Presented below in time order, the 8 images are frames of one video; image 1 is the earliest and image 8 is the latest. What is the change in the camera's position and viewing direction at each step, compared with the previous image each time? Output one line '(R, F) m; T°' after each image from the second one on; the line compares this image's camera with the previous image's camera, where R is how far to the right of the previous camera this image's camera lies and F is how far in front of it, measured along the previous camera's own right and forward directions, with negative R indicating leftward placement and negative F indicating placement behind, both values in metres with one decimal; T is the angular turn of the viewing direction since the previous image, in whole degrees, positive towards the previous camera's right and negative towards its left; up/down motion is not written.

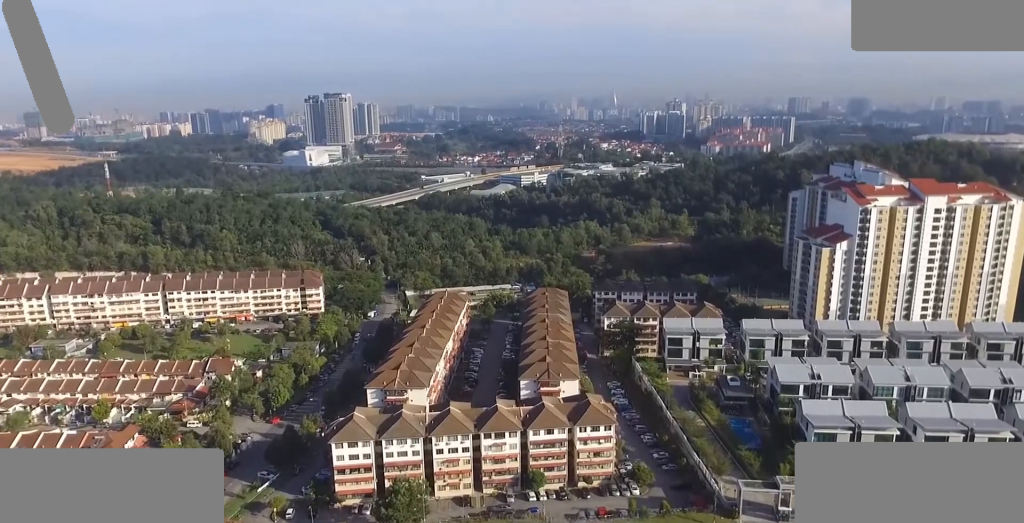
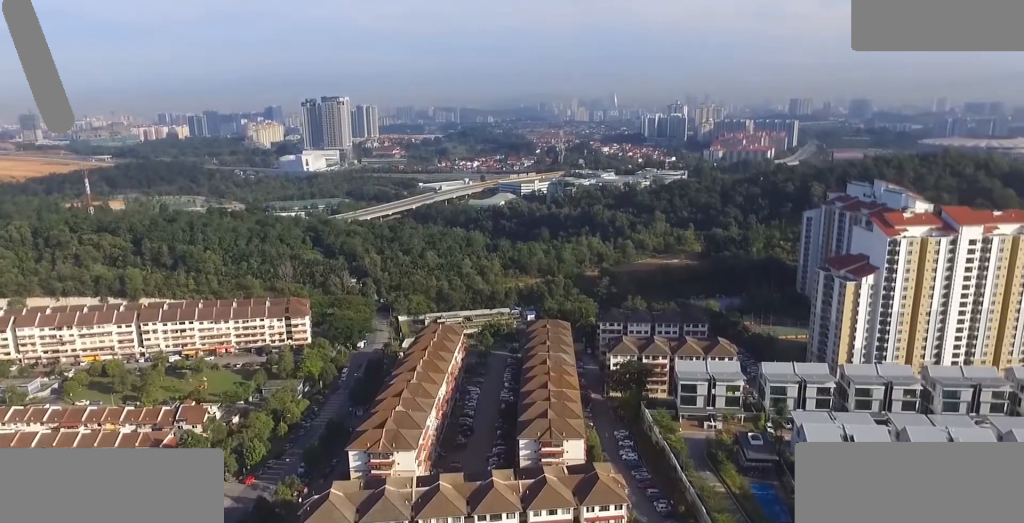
(+0.1, +22.8) m; 0°
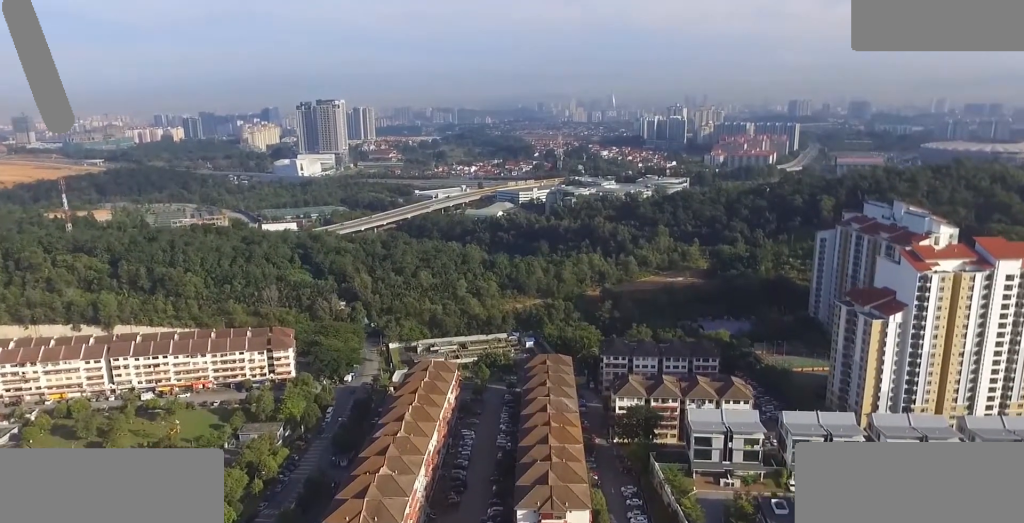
(0.0, +23.3) m; +1°
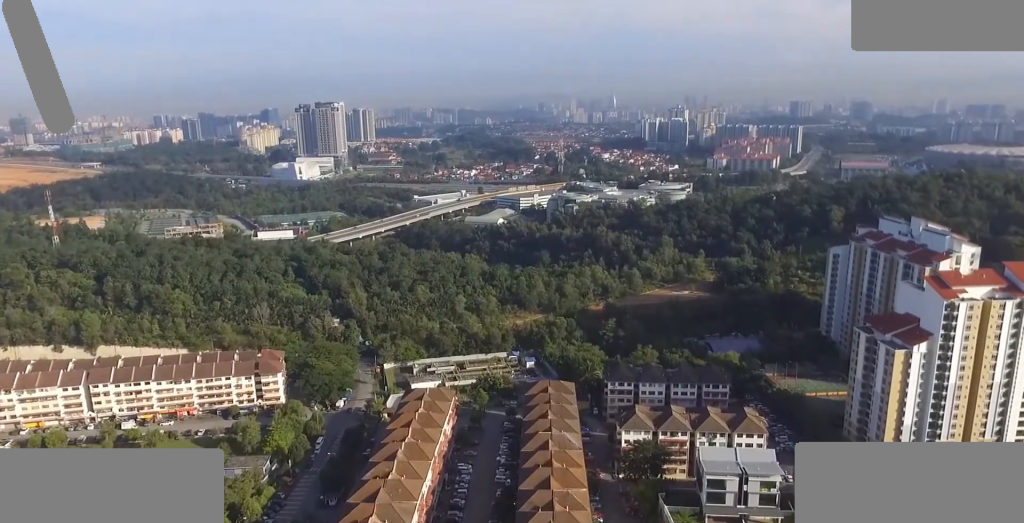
(+0.1, +15.9) m; +4°
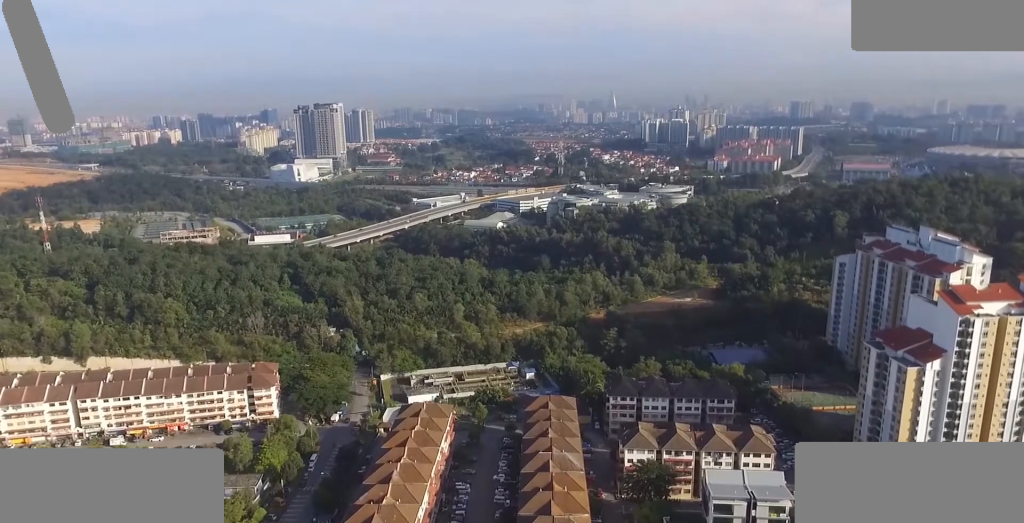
(+0.5, +7.9) m; -1°
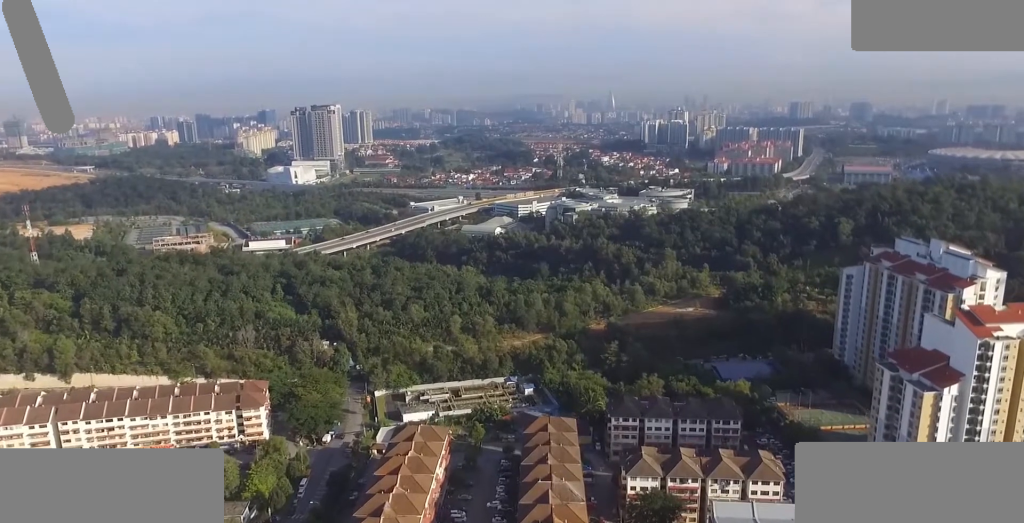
(+0.4, +10.9) m; -2°
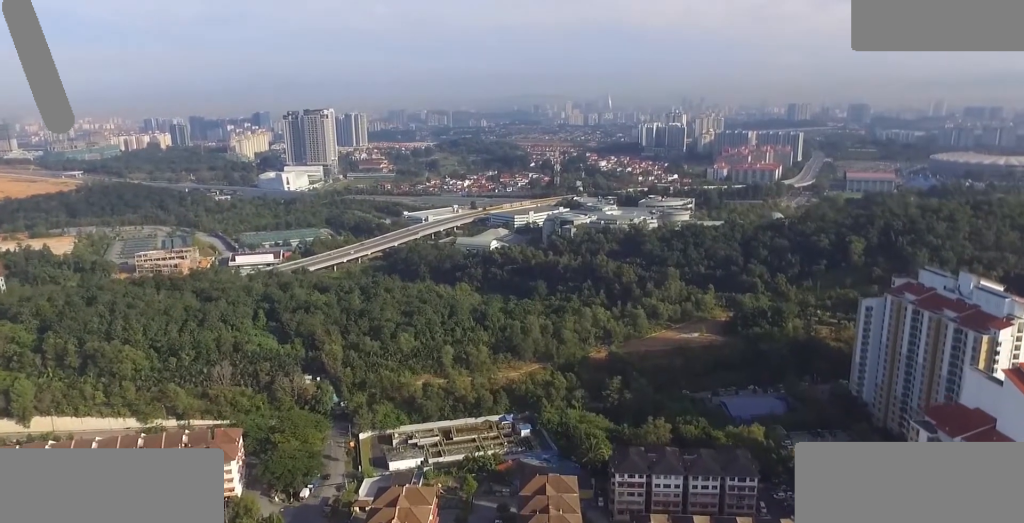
(-2.5, +22.2) m; -5°
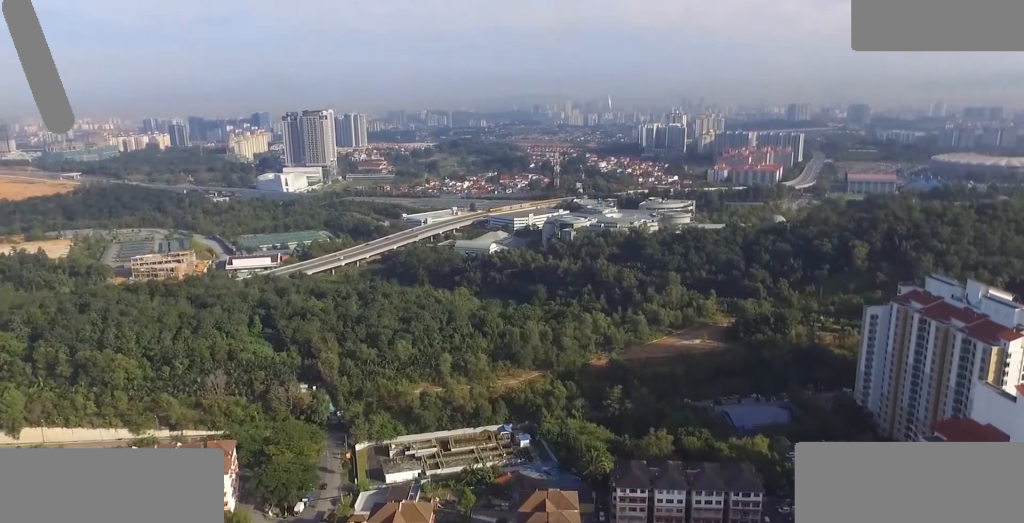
(-0.1, +5.6) m; +1°
